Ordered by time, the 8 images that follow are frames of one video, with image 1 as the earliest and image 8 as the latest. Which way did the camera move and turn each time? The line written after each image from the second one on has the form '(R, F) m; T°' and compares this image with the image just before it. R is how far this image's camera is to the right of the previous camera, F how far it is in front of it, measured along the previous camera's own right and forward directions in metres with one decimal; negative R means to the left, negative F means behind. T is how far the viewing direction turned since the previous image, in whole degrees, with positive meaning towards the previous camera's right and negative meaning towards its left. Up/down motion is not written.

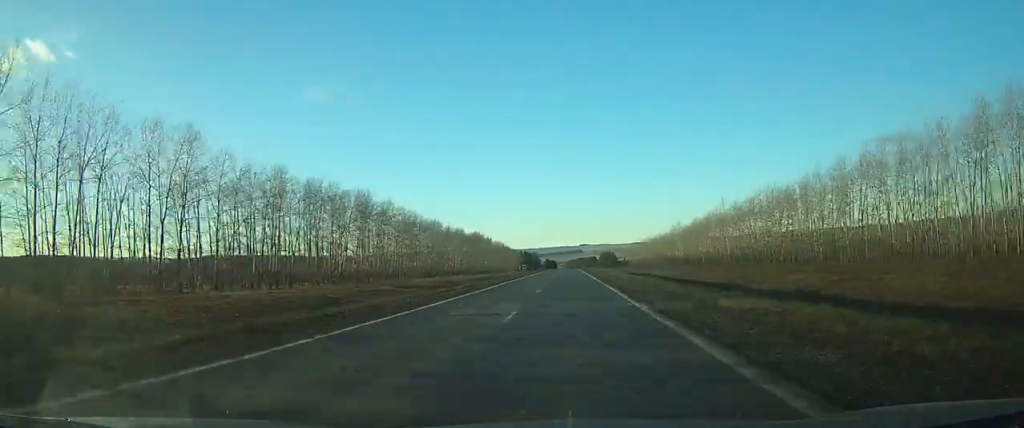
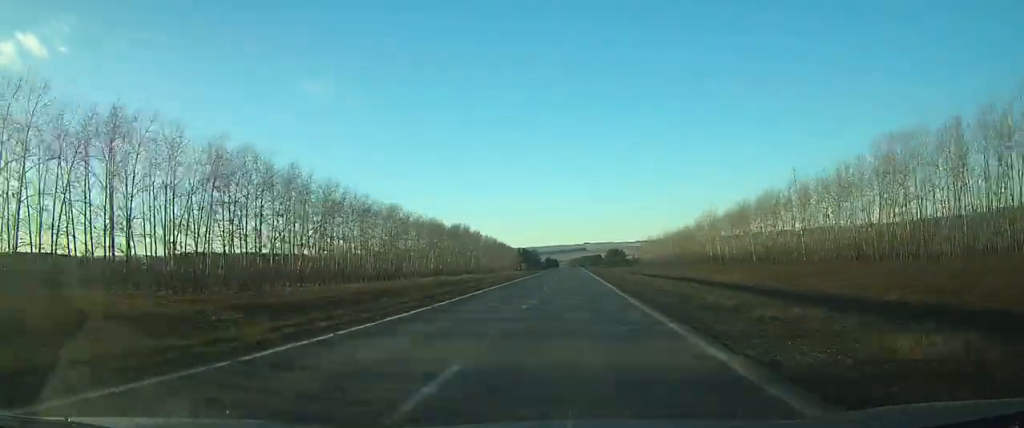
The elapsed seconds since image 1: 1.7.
(-0.1, +41.7) m; 0°
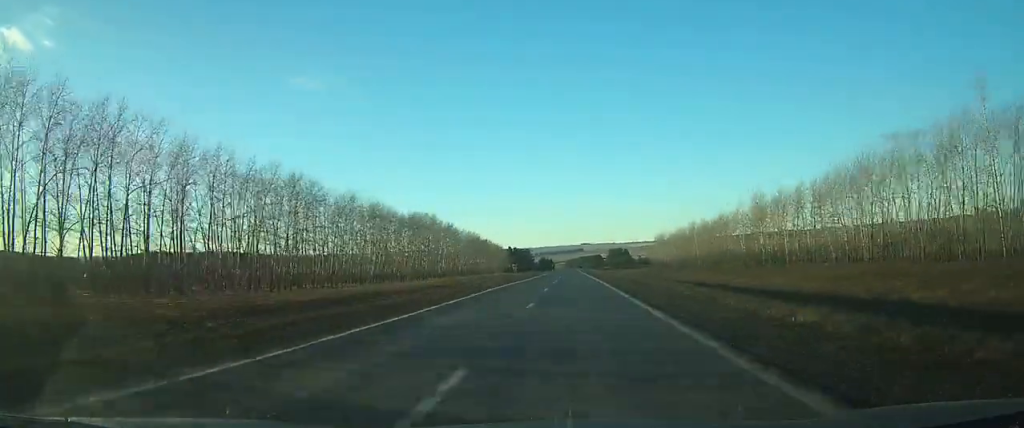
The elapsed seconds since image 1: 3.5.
(0.0, +46.3) m; 0°
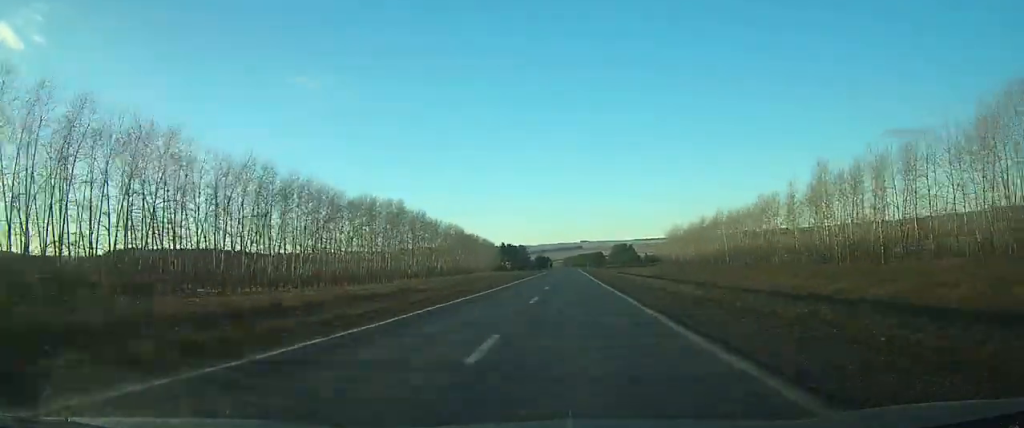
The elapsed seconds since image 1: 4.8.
(0.0, +32.8) m; 0°
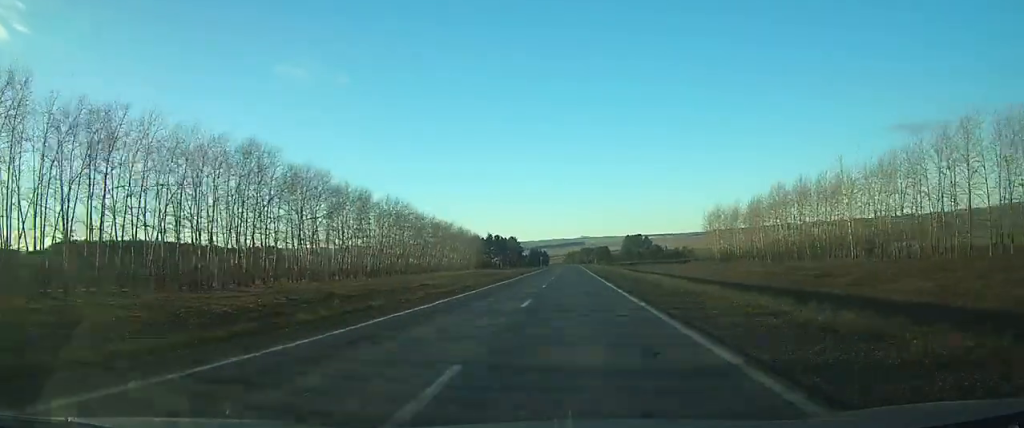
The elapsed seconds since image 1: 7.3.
(+0.3, +65.7) m; 0°
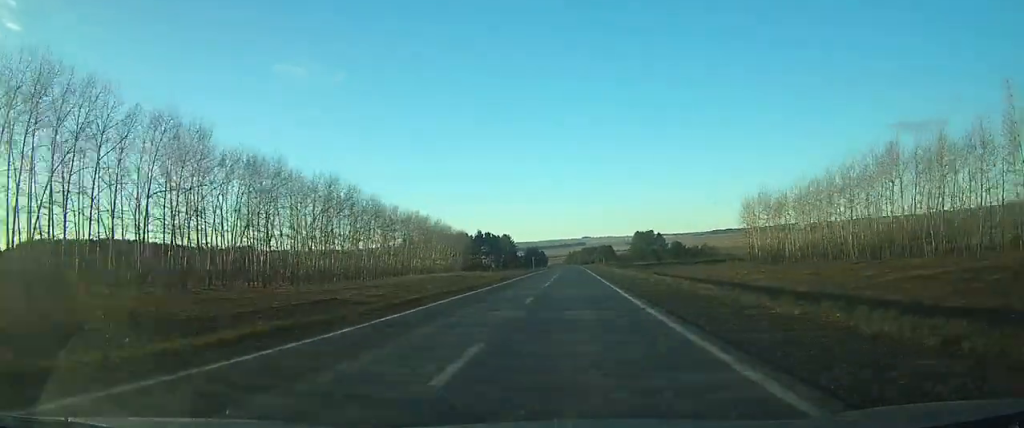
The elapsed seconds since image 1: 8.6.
(+0.1, +34.7) m; 0°
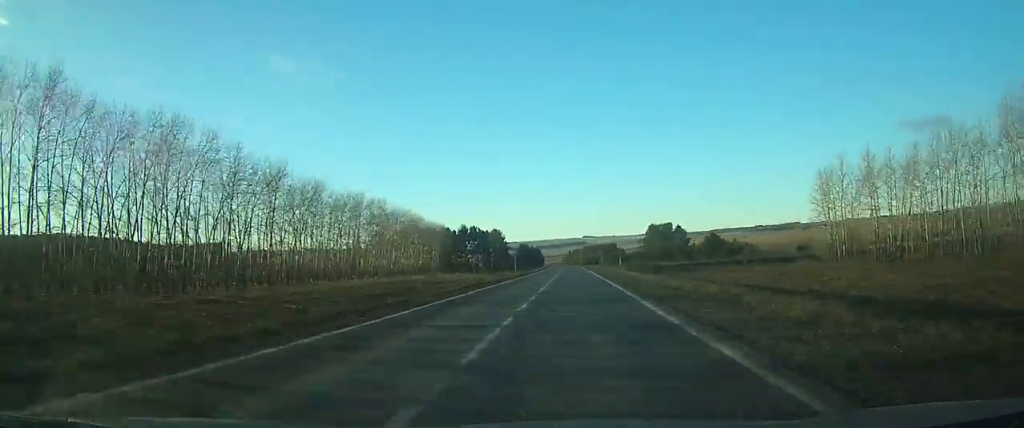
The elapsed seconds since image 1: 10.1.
(+0.1, +38.7) m; 0°
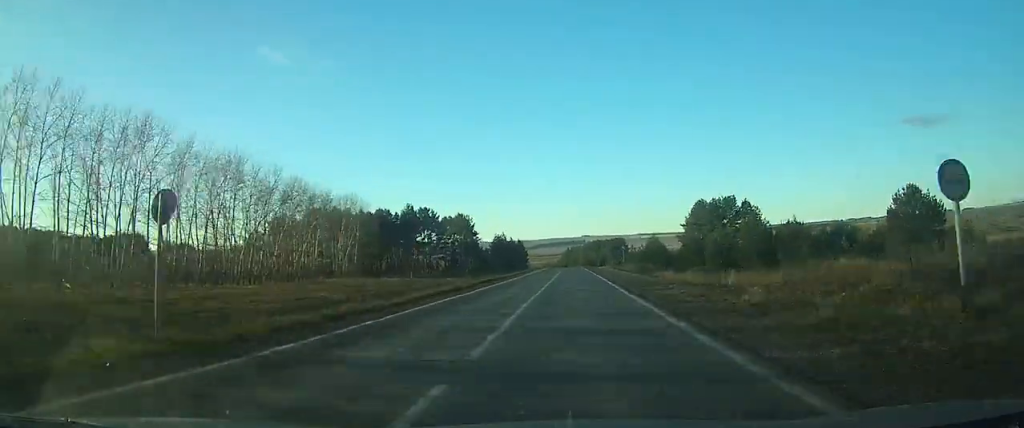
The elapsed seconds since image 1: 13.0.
(-0.2, +67.6) m; 0°
